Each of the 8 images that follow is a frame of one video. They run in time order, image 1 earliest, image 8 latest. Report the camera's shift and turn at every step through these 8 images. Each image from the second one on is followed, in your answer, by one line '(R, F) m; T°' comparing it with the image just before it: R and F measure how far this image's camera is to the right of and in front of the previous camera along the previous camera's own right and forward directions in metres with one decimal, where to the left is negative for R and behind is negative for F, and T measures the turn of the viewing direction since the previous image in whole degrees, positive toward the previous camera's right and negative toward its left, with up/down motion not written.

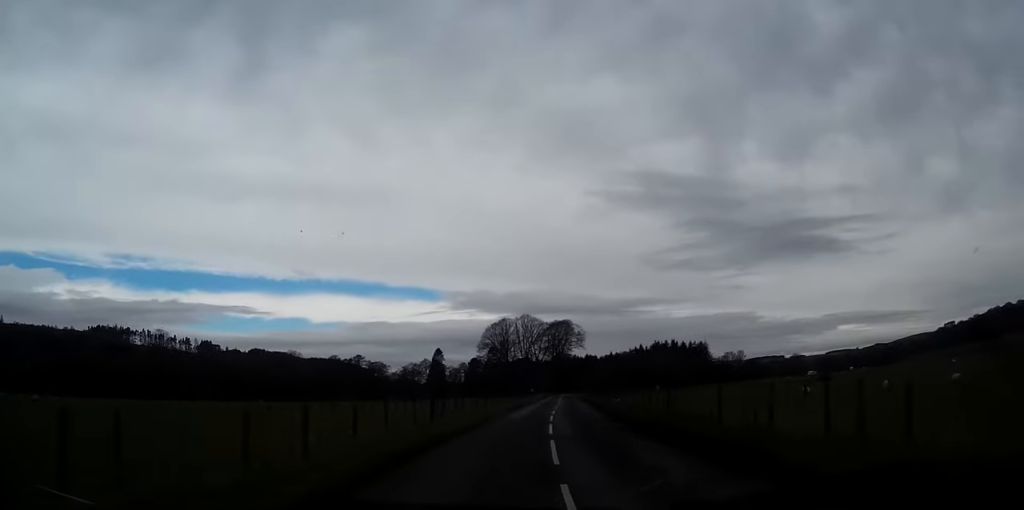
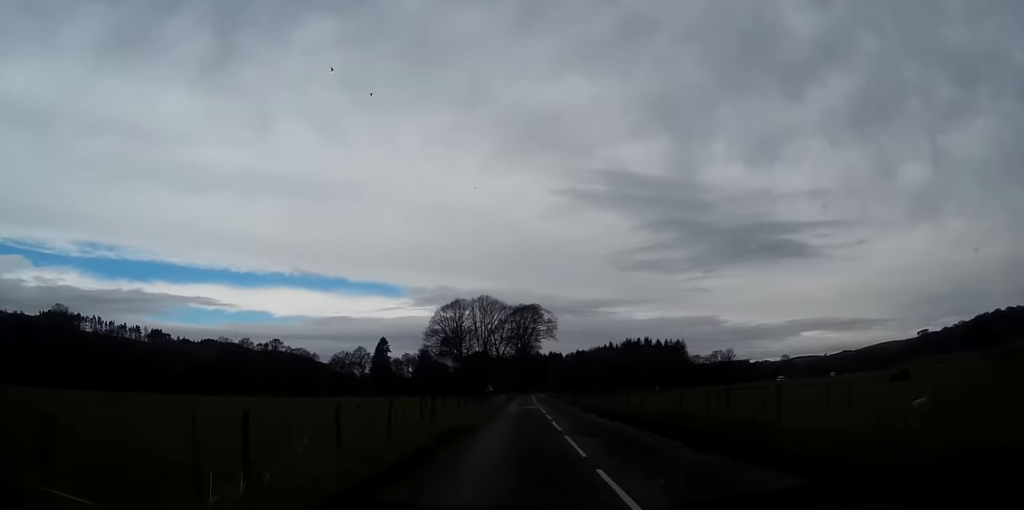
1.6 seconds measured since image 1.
(+1.4, +42.2) m; +3°
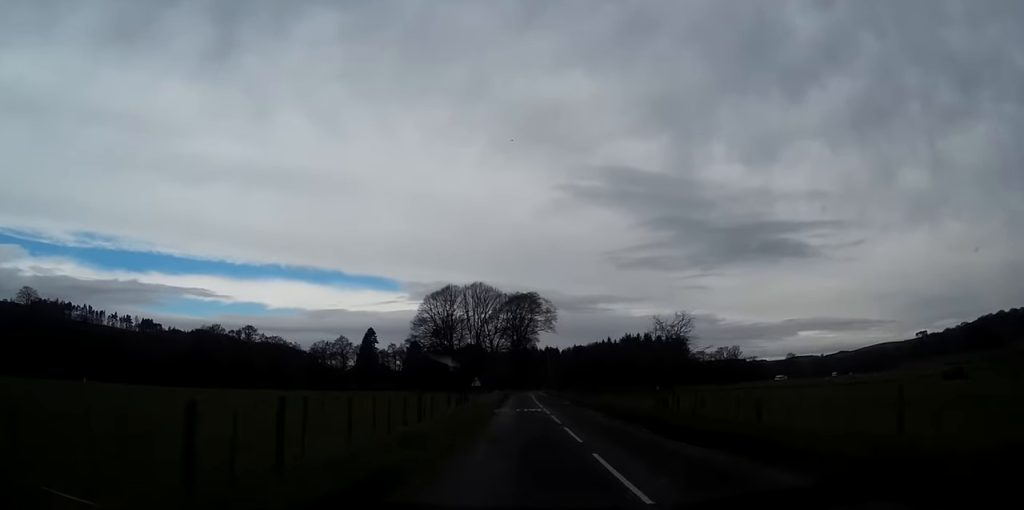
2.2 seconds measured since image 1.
(+0.1, +15.0) m; +1°
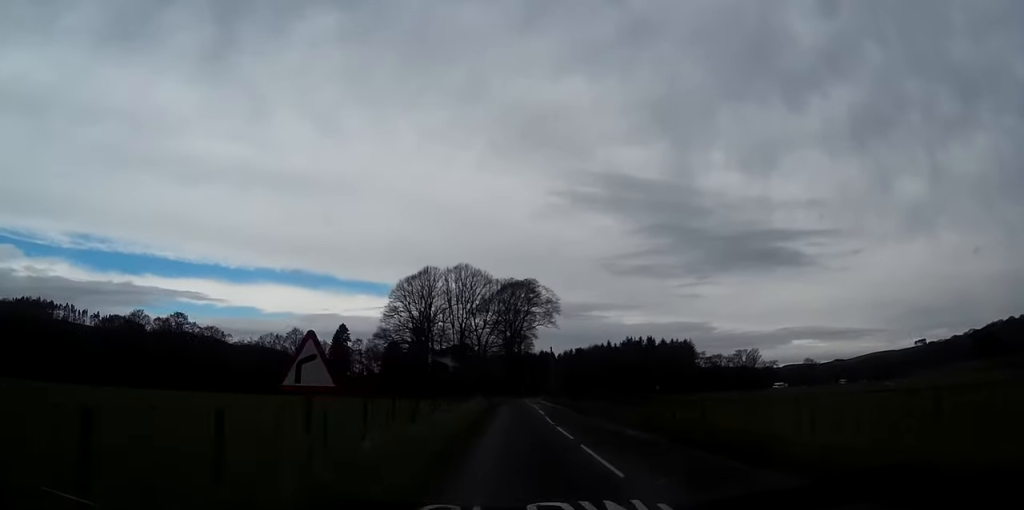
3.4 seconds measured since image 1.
(+0.3, +31.6) m; +1°
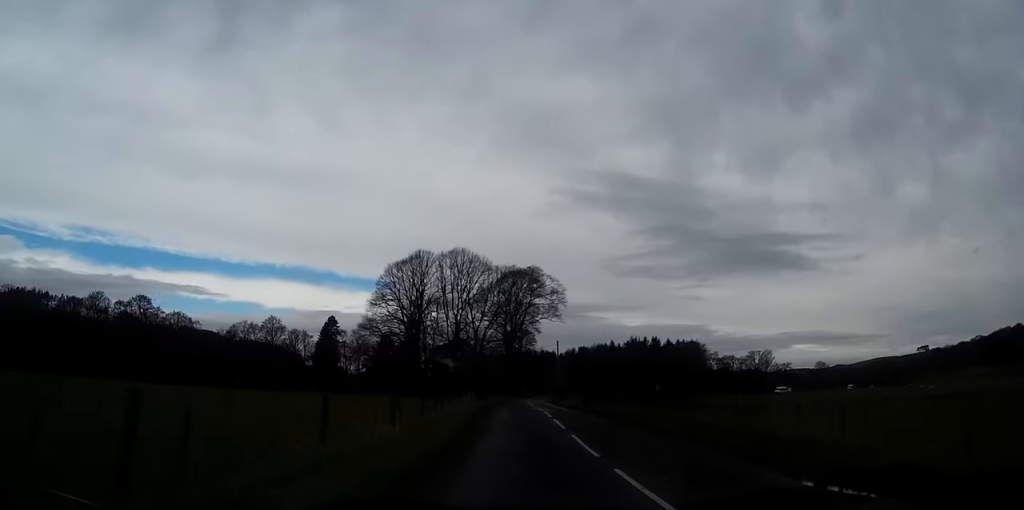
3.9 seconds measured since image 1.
(+0.1, +14.0) m; 0°
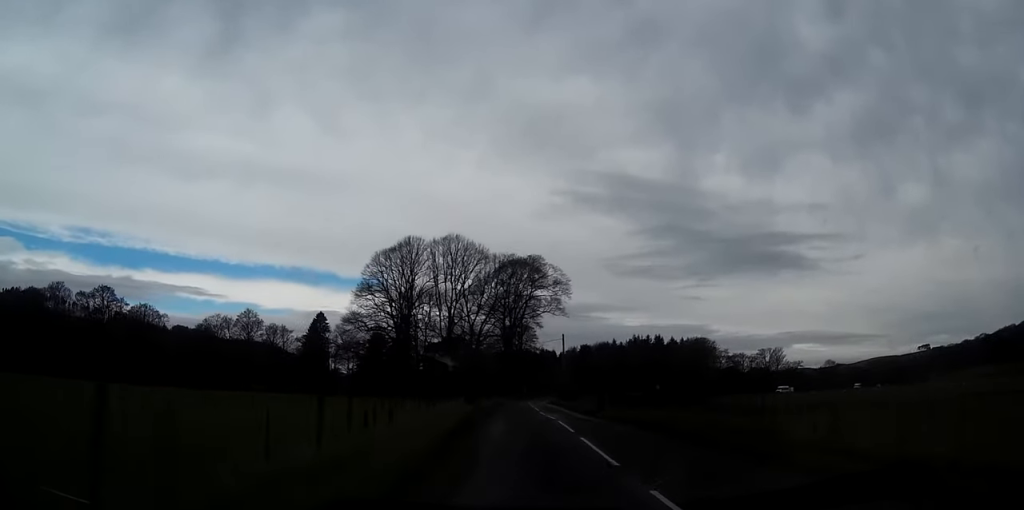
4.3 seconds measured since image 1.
(0.0, +11.2) m; 0°
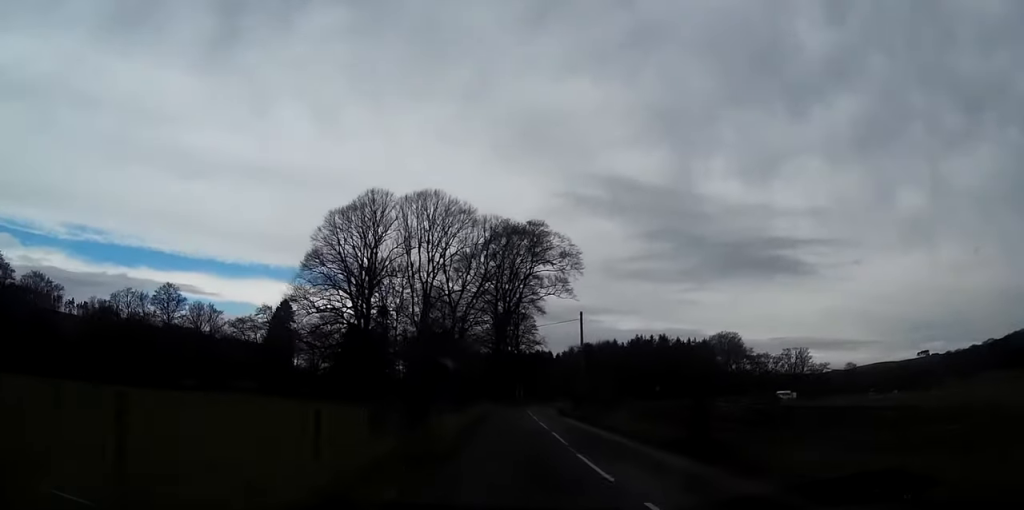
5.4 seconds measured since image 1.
(+0.1, +26.1) m; 0°
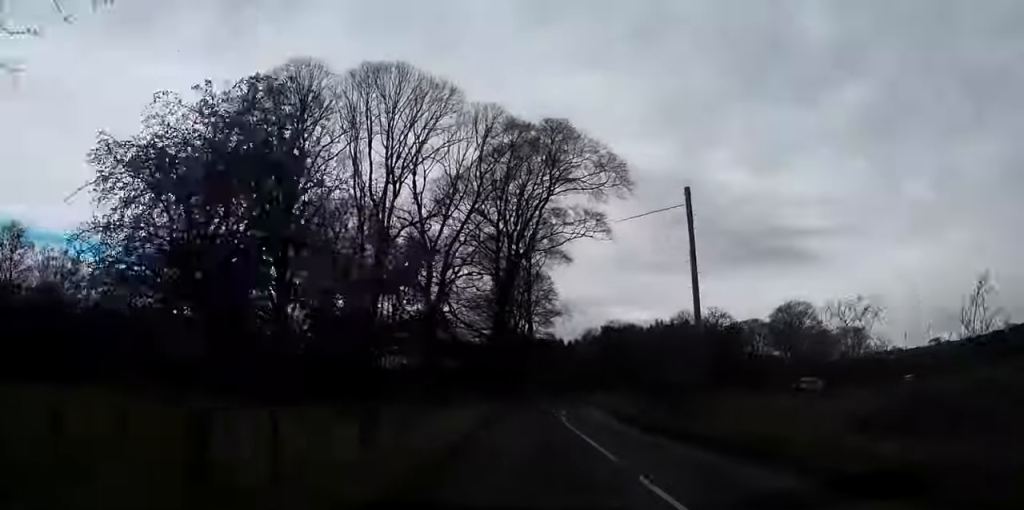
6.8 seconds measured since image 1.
(0.0, +33.3) m; 0°
